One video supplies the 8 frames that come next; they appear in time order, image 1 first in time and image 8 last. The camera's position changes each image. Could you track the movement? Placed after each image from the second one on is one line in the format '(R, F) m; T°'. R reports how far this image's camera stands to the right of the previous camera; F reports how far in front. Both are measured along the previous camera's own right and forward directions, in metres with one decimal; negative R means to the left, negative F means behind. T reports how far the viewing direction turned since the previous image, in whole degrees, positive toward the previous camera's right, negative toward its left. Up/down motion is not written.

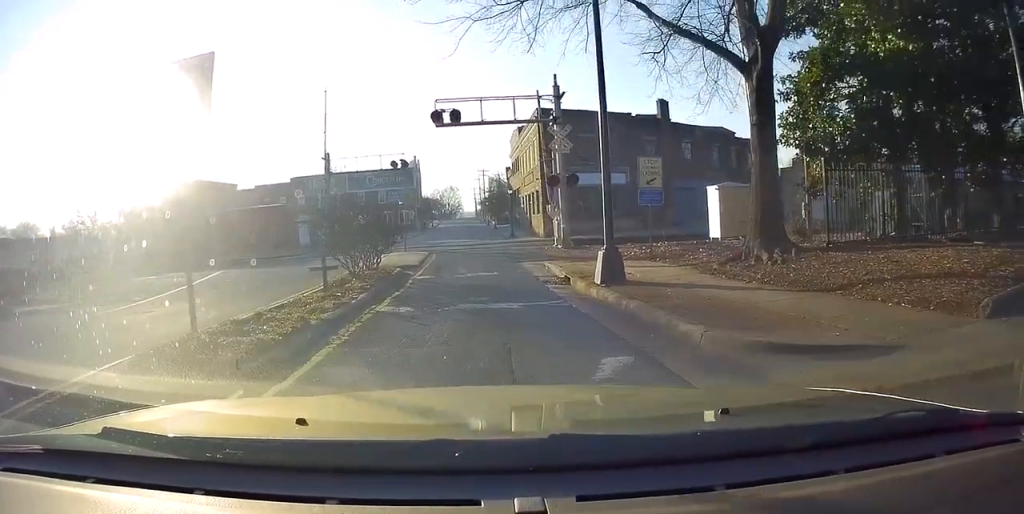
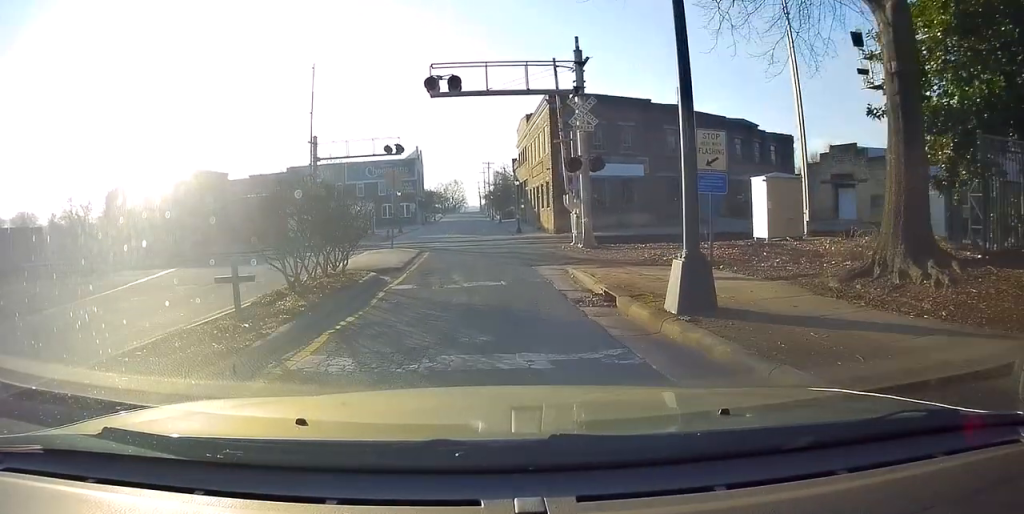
(-0.2, +4.8) m; 0°
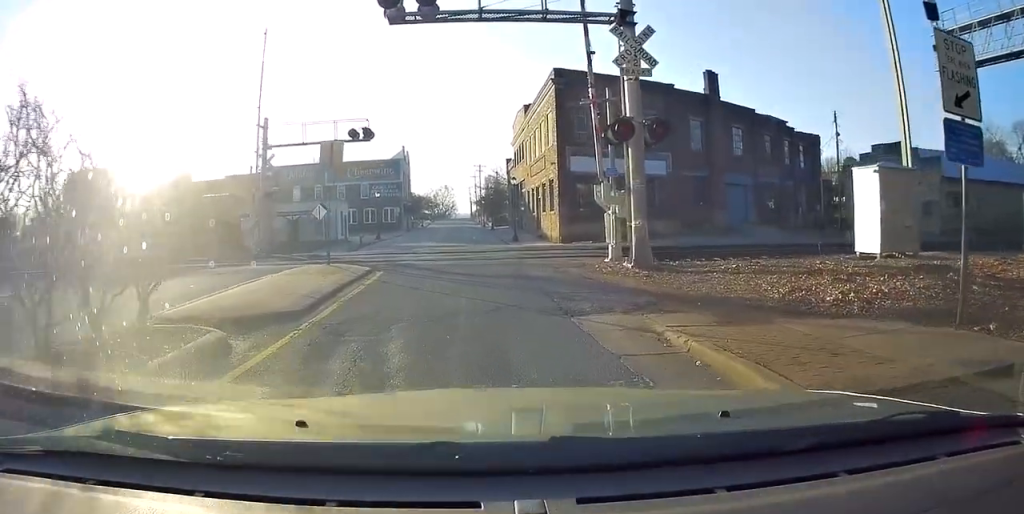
(+0.3, +8.4) m; -1°
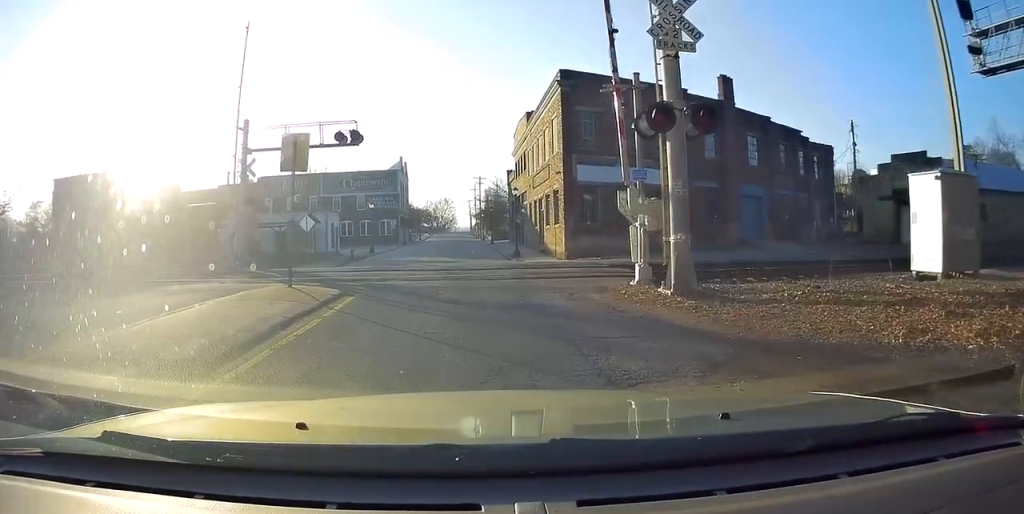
(-0.1, +3.1) m; -3°
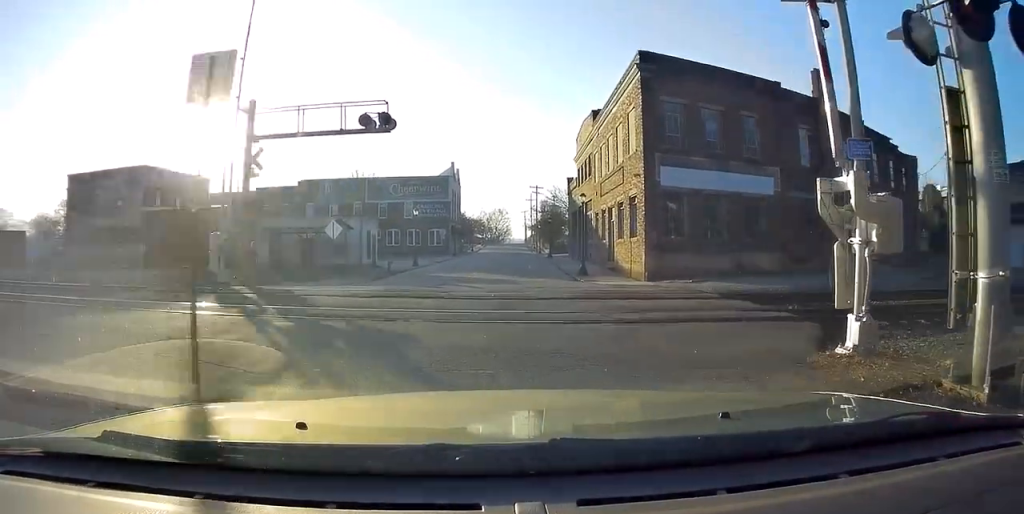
(-0.4, +7.1) m; -3°
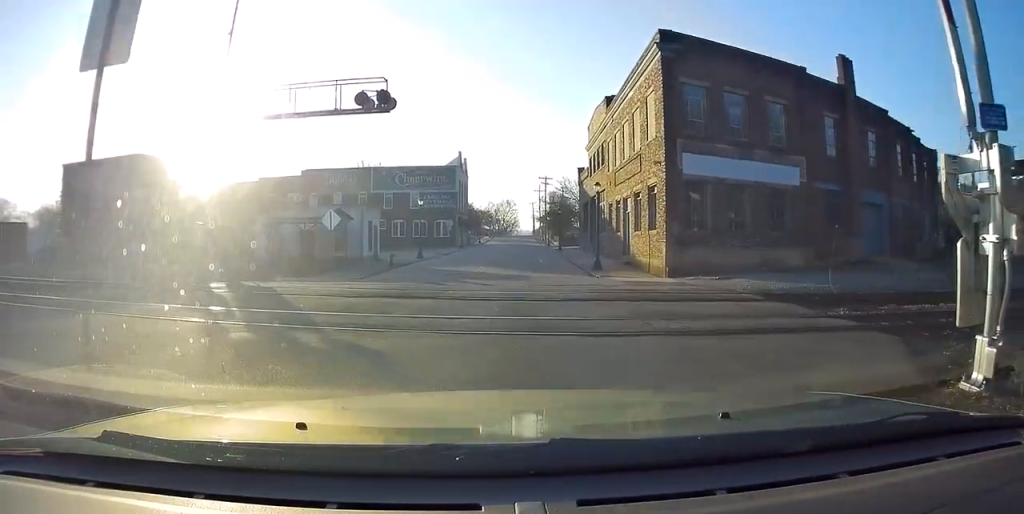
(0.0, +2.3) m; 0°
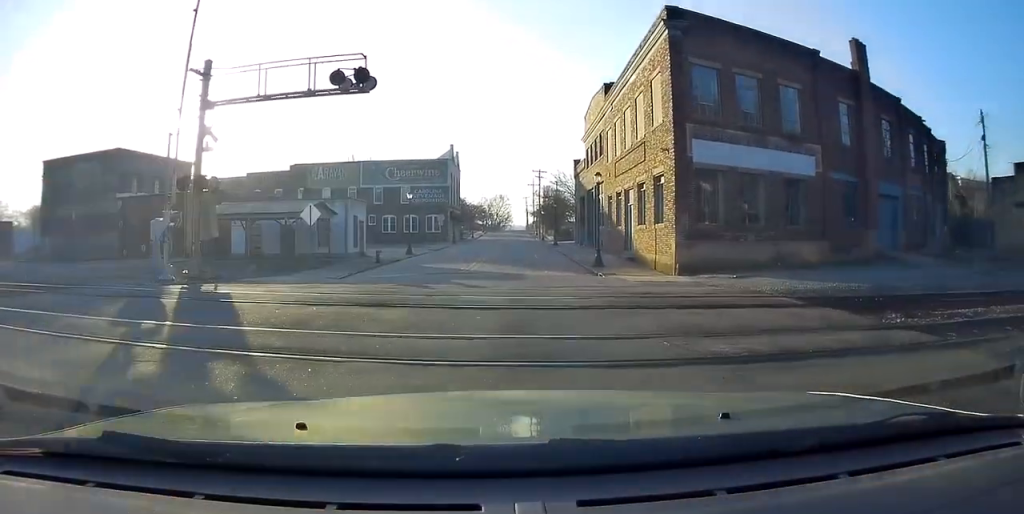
(+0.1, +2.4) m; 0°
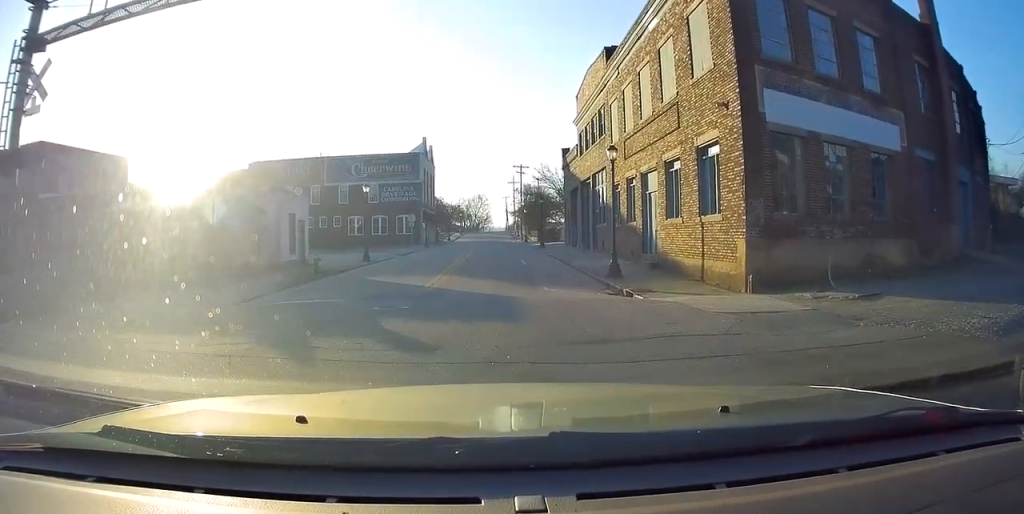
(-0.1, +8.5) m; +1°
